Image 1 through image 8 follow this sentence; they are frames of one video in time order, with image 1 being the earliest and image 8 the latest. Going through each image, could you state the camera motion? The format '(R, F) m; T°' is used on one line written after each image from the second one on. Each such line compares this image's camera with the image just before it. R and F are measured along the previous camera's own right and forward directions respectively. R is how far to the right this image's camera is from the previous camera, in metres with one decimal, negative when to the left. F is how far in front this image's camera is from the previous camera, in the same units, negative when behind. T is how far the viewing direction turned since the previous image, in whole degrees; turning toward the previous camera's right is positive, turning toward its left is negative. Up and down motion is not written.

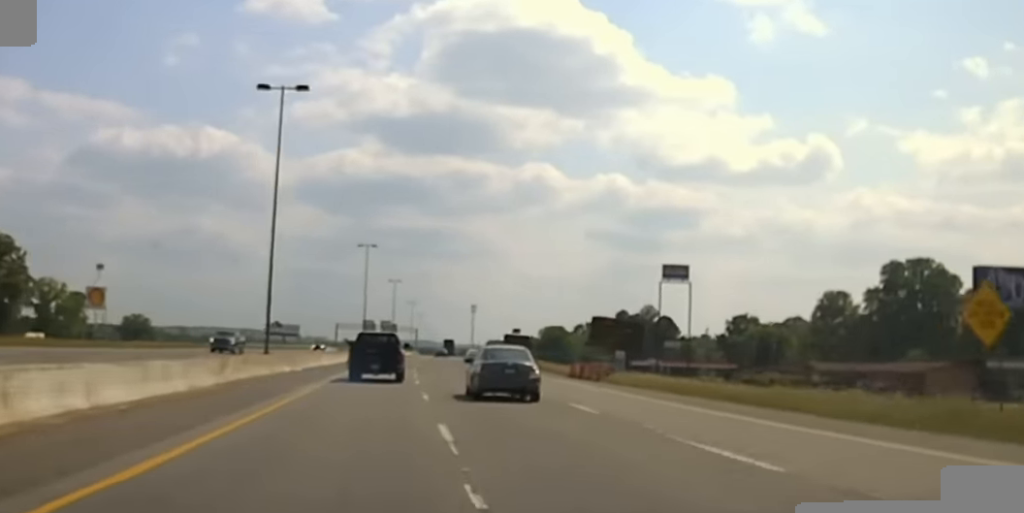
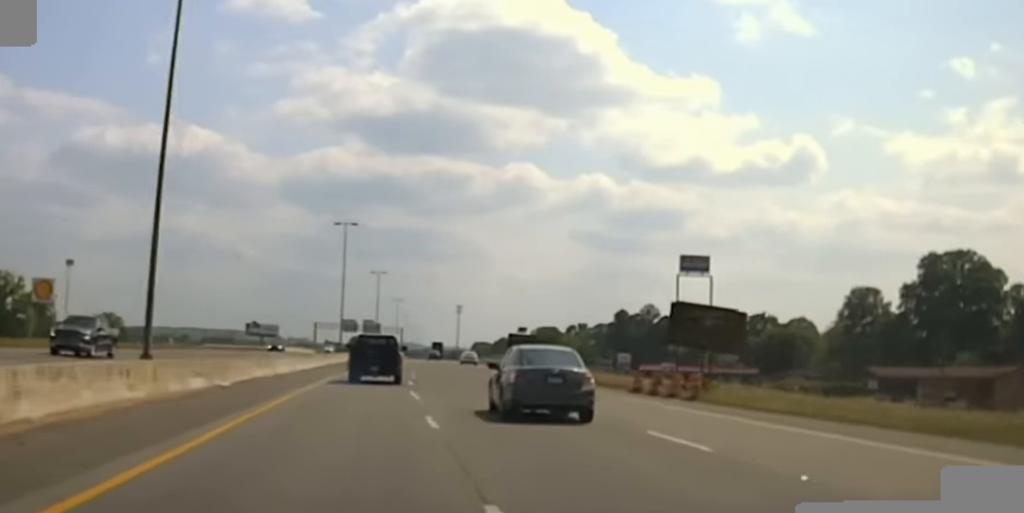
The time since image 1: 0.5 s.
(+0.4, +21.6) m; +1°
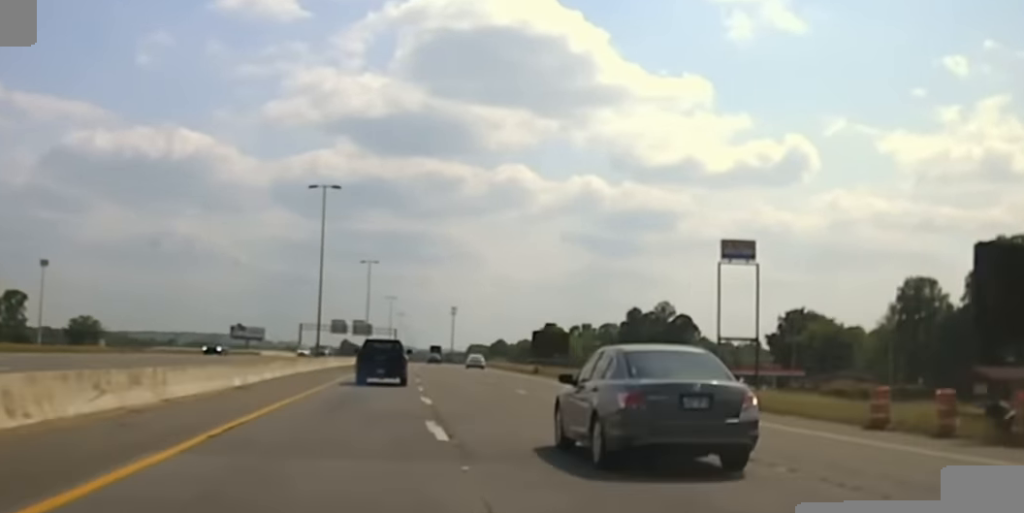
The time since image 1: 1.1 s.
(+0.1, +25.1) m; +1°
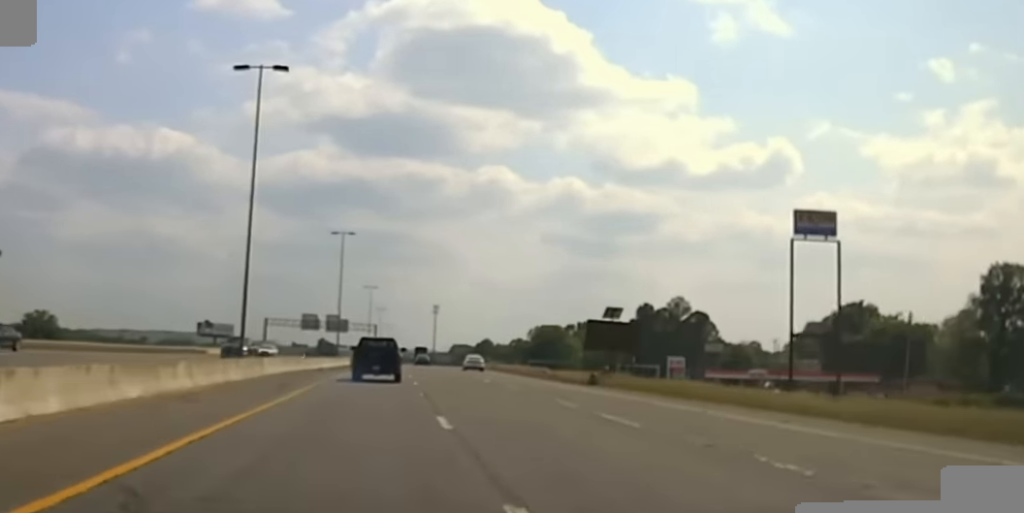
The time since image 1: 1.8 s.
(-0.1, +34.7) m; +1°
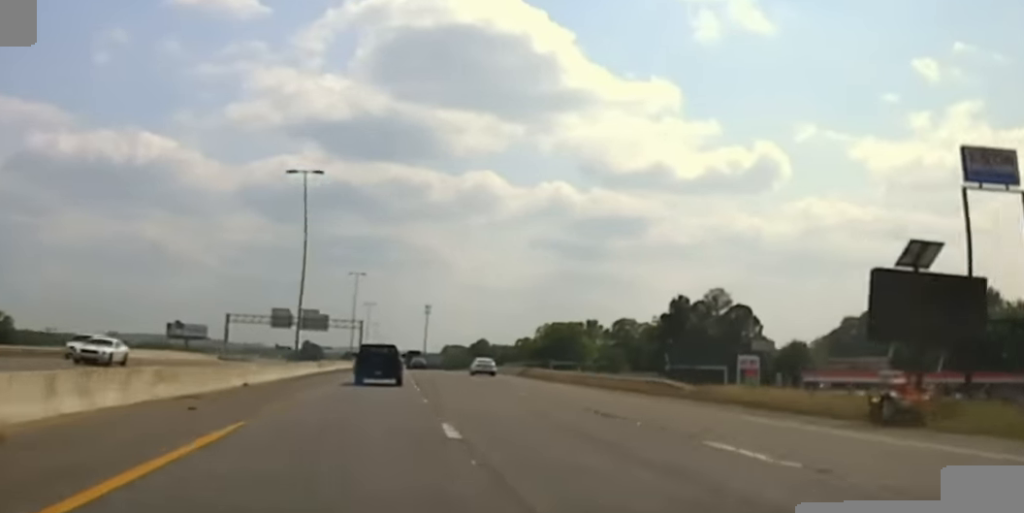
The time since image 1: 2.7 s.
(+0.5, +38.0) m; +1°
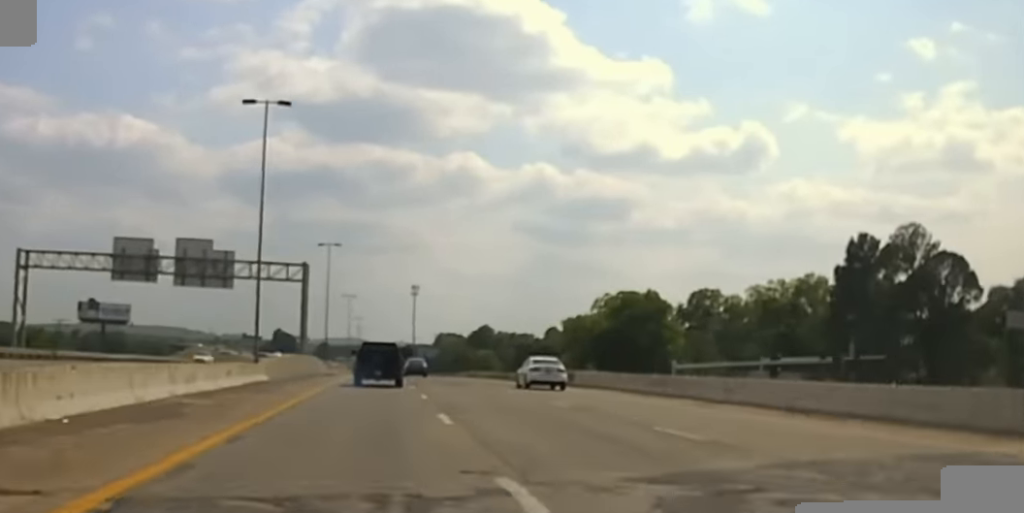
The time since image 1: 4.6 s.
(-0.1, +86.7) m; 0°
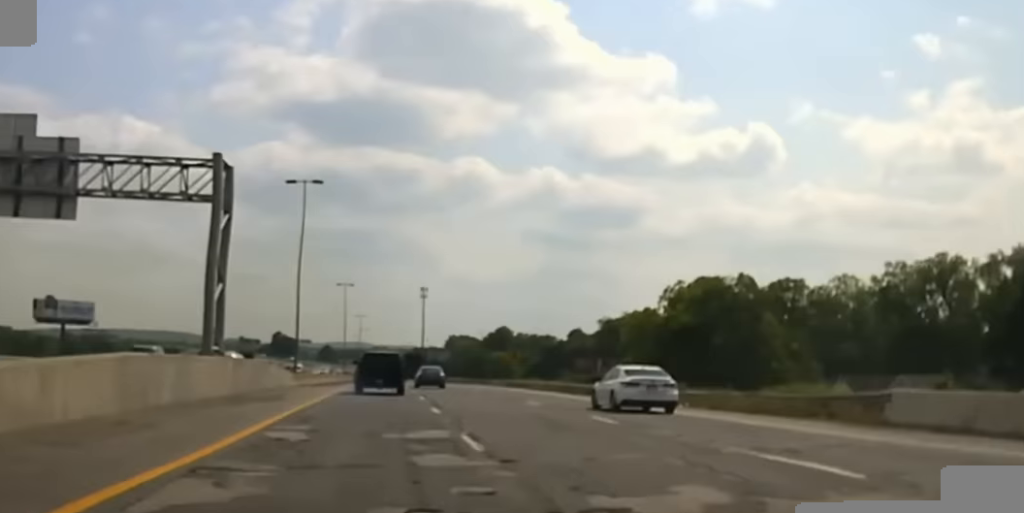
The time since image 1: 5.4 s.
(0.0, +40.2) m; 0°
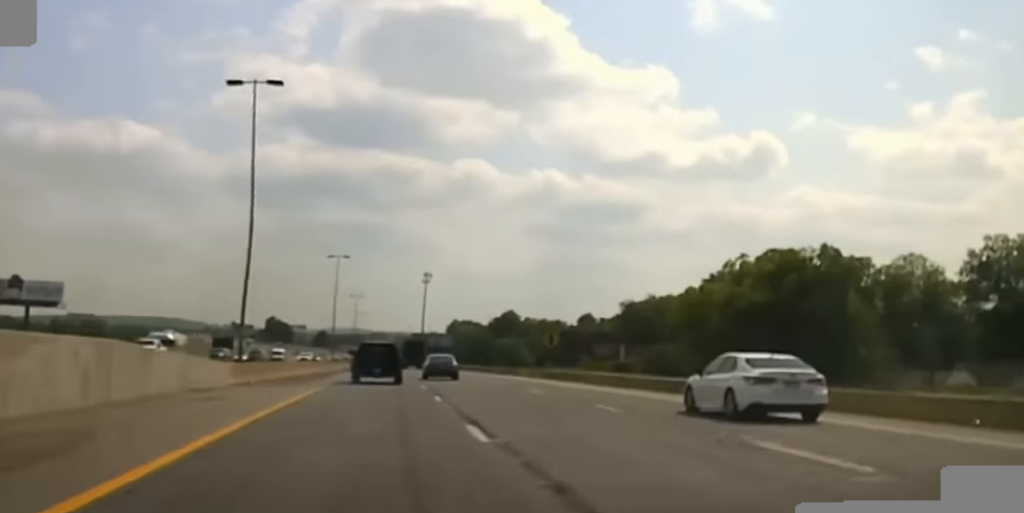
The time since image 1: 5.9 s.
(0.0, +20.9) m; 0°
